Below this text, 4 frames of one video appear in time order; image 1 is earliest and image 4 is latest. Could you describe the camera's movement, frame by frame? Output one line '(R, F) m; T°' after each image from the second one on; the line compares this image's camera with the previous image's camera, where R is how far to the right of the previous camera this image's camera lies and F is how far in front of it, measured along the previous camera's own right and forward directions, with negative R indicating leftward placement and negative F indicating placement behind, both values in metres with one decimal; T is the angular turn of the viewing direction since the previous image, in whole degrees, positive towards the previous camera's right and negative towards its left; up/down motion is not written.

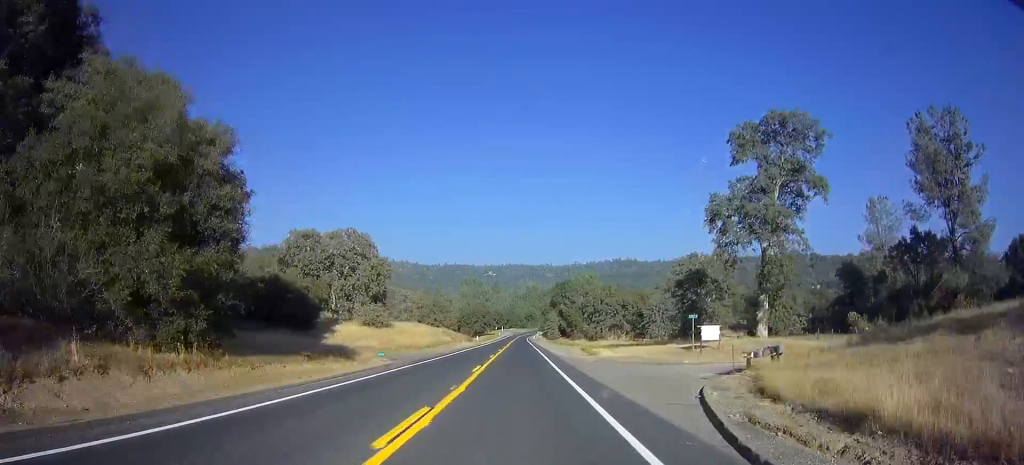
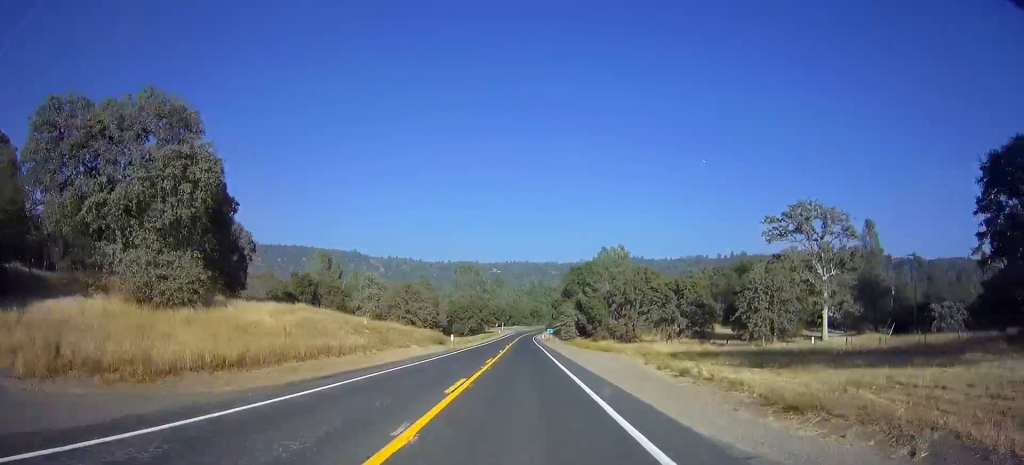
(-0.4, +37.0) m; 0°
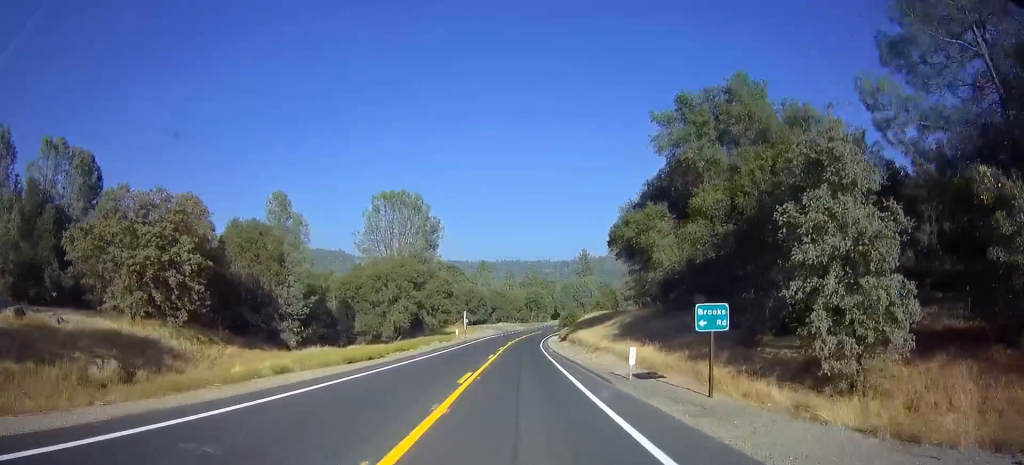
(+0.5, +99.1) m; +1°
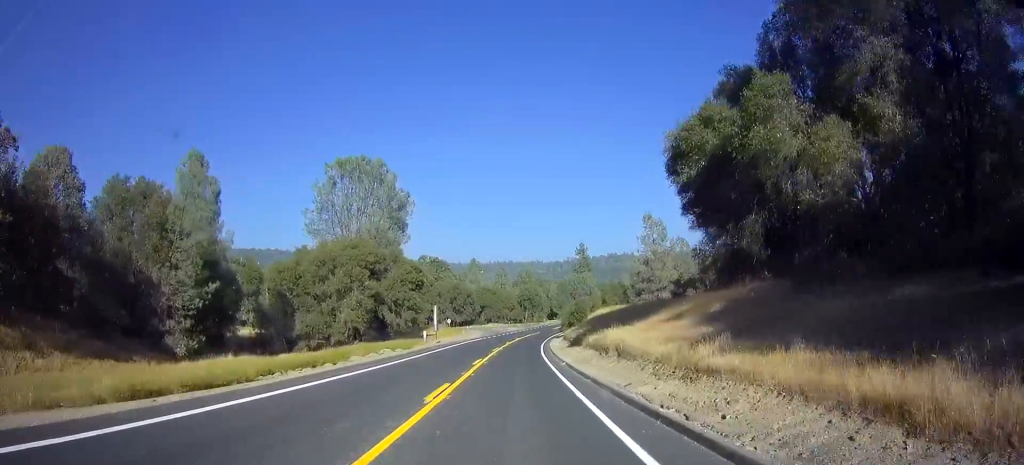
(0.0, +19.9) m; 0°
